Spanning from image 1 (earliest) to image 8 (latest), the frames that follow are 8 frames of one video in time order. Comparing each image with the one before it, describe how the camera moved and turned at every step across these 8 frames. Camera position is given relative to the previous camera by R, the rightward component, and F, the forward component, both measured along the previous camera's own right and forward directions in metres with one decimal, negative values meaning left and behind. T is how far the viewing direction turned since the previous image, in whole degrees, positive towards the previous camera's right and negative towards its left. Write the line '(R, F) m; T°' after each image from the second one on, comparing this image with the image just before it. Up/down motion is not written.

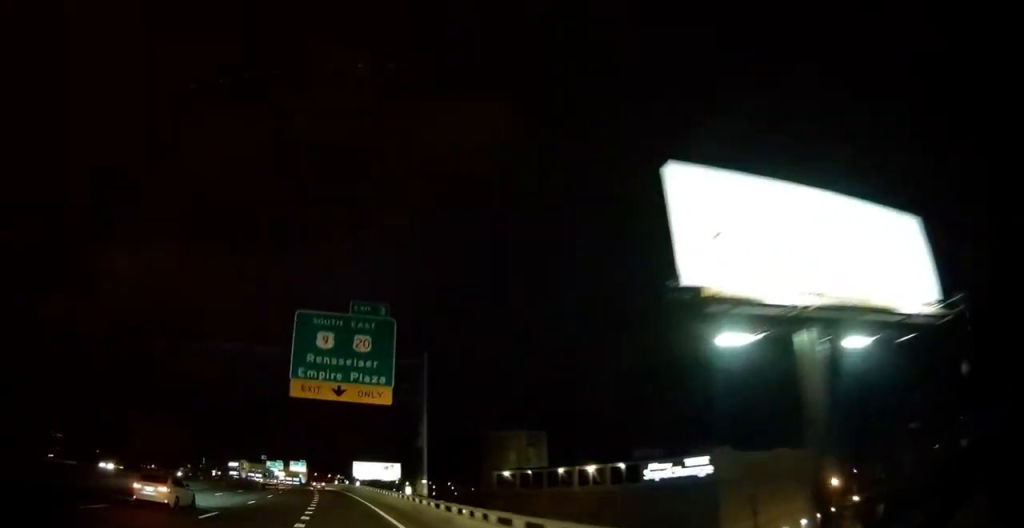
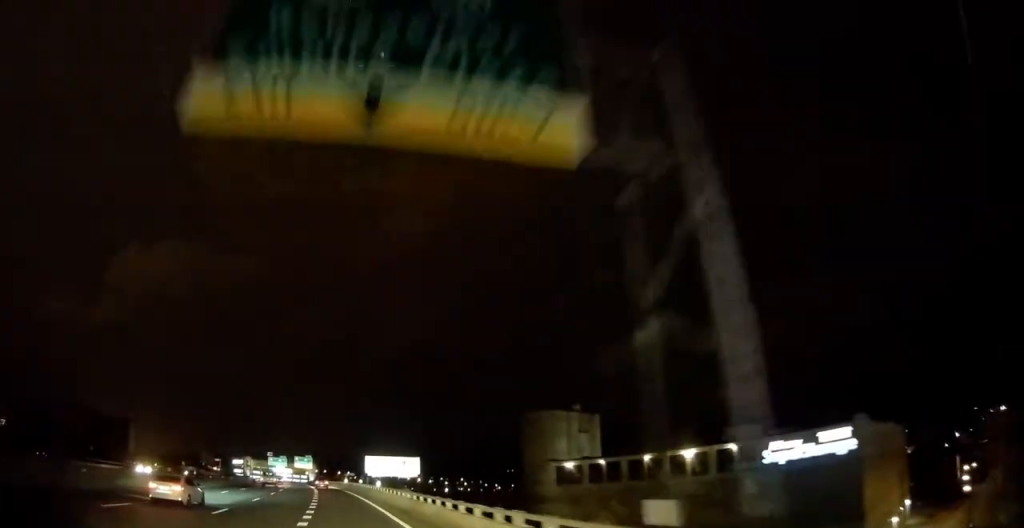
(-0.2, +21.8) m; -1°
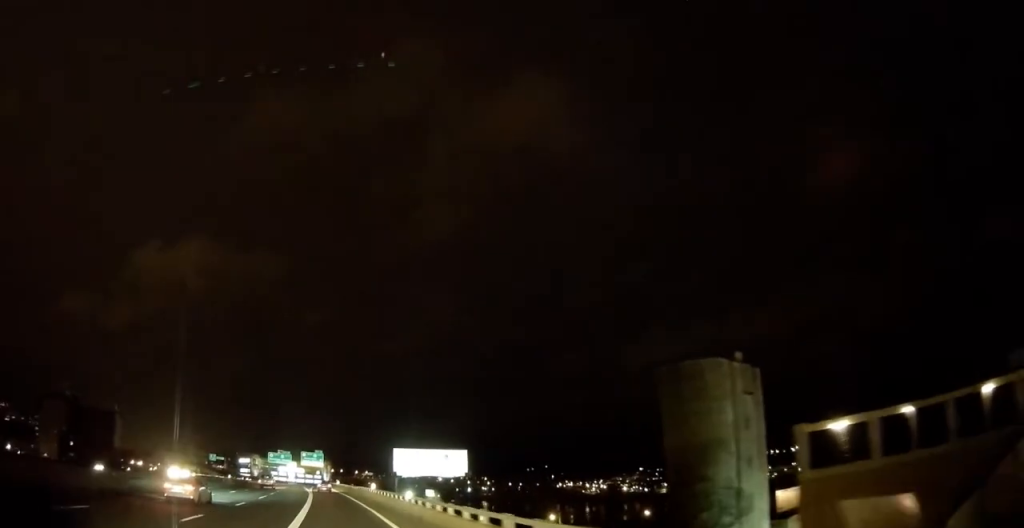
(-0.8, +40.3) m; -3°
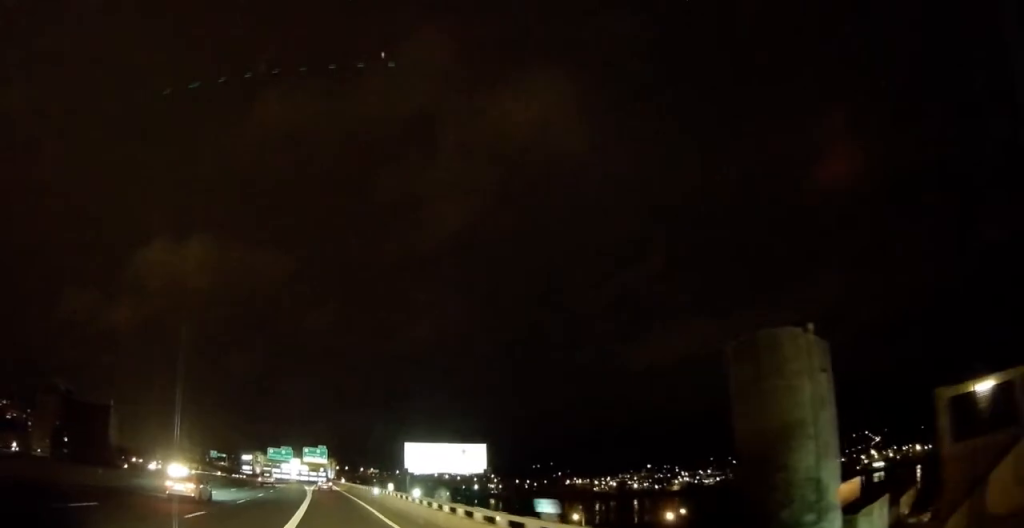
(-0.1, +11.2) m; -1°
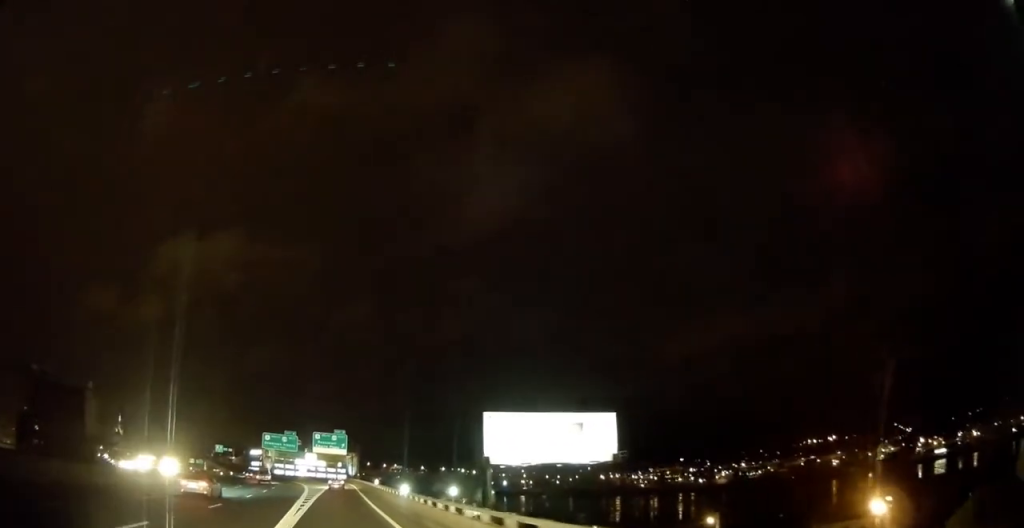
(-0.8, +44.4) m; -1°
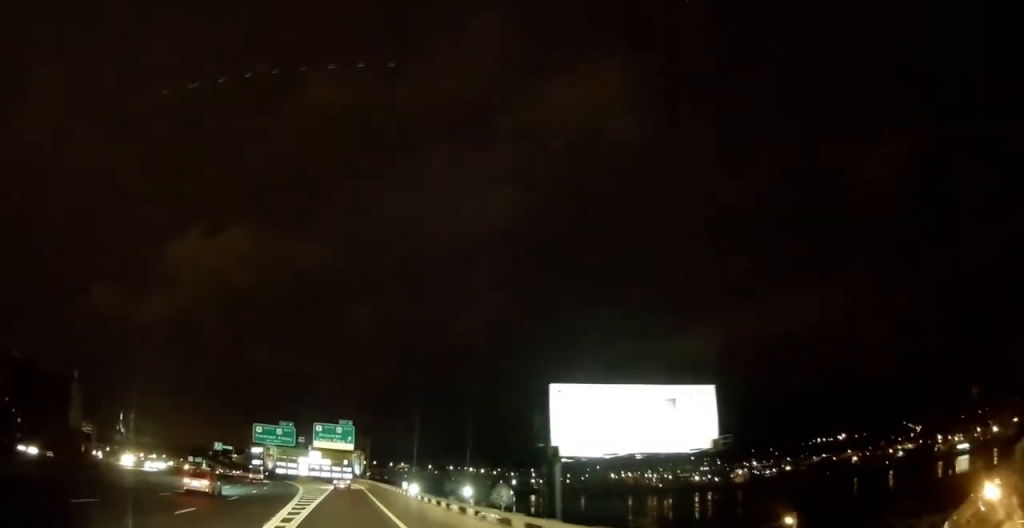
(0.0, +17.6) m; 0°
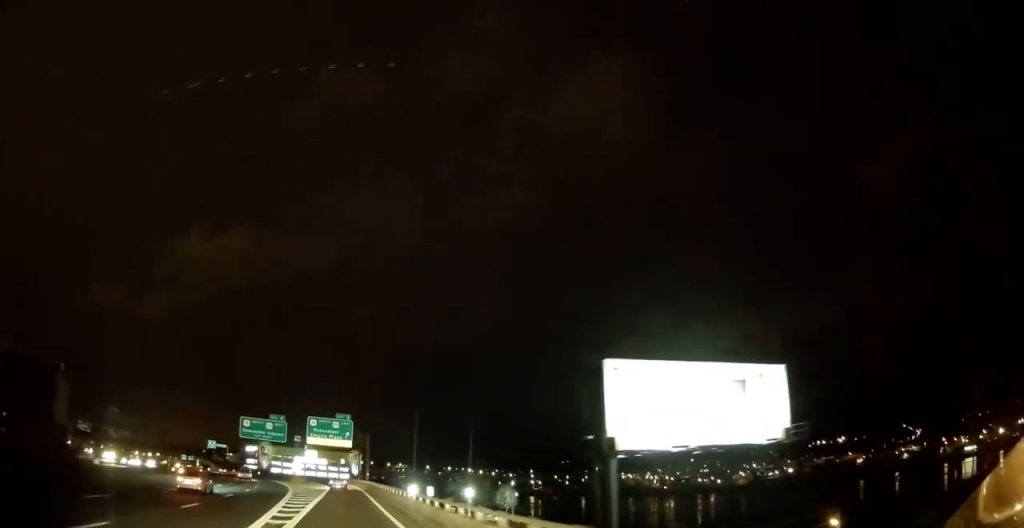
(0.0, +9.5) m; 0°
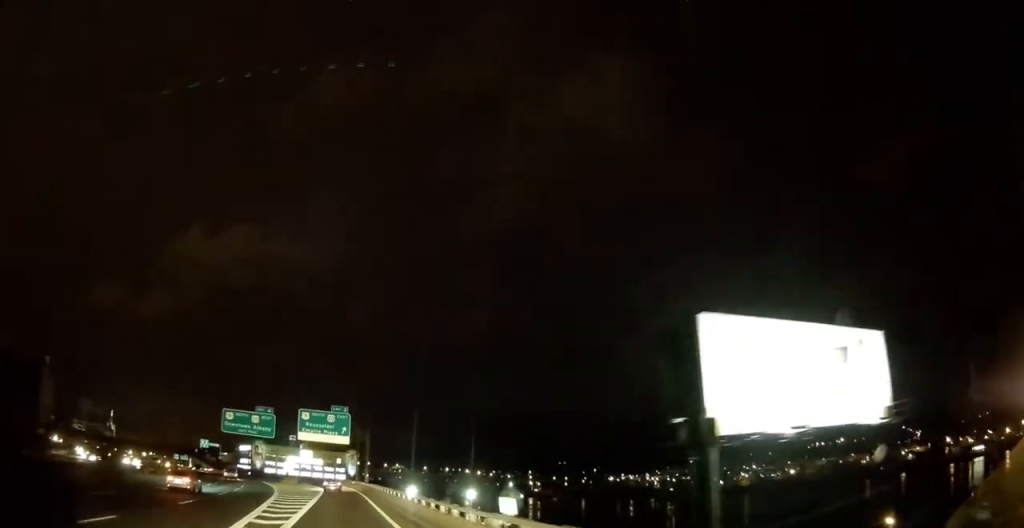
(0.0, +10.2) m; 0°
